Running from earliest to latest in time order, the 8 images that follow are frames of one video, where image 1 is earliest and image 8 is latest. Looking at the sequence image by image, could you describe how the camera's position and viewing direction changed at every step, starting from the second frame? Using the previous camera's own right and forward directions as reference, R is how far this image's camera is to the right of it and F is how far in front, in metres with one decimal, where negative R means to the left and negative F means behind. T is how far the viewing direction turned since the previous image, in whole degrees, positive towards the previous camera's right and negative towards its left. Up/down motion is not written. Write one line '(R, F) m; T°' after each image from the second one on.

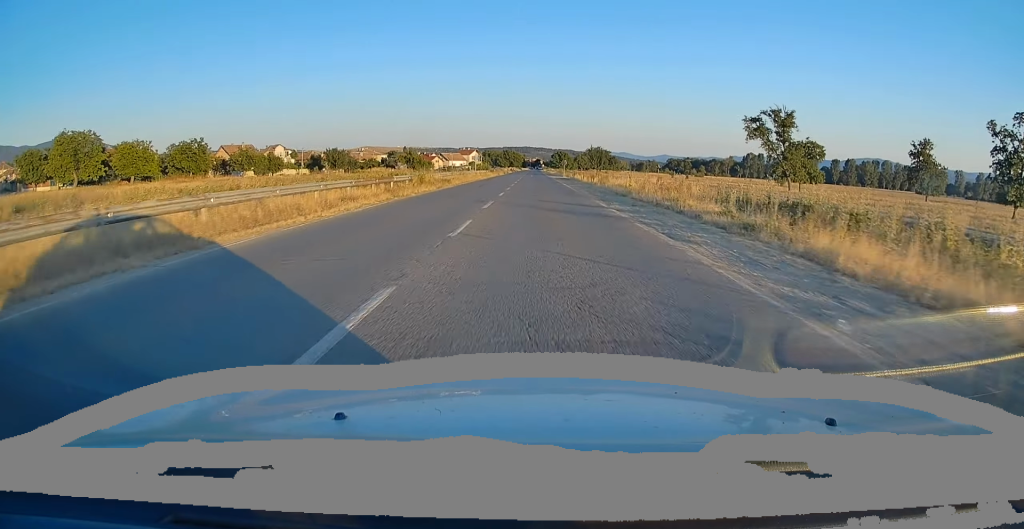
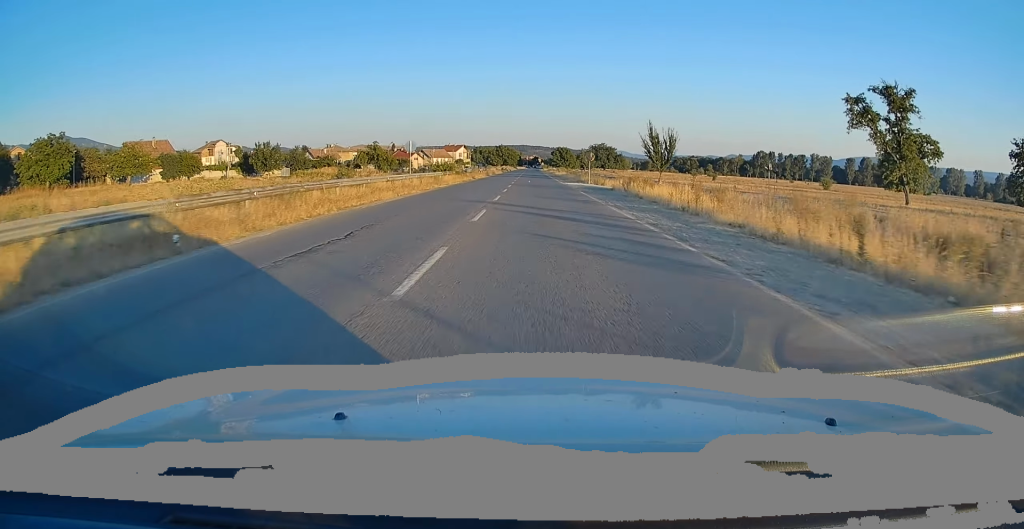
(+0.2, +43.4) m; 0°
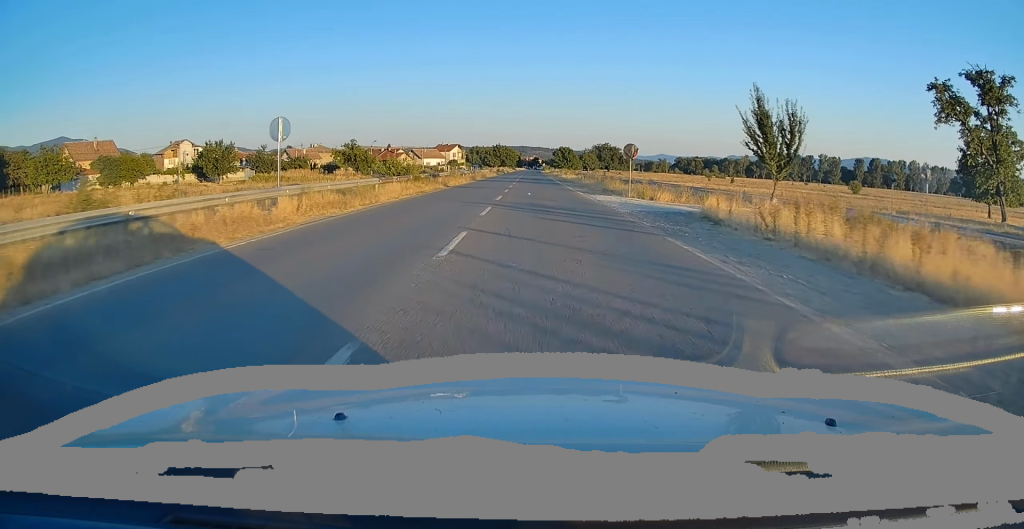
(-0.2, +20.1) m; 0°
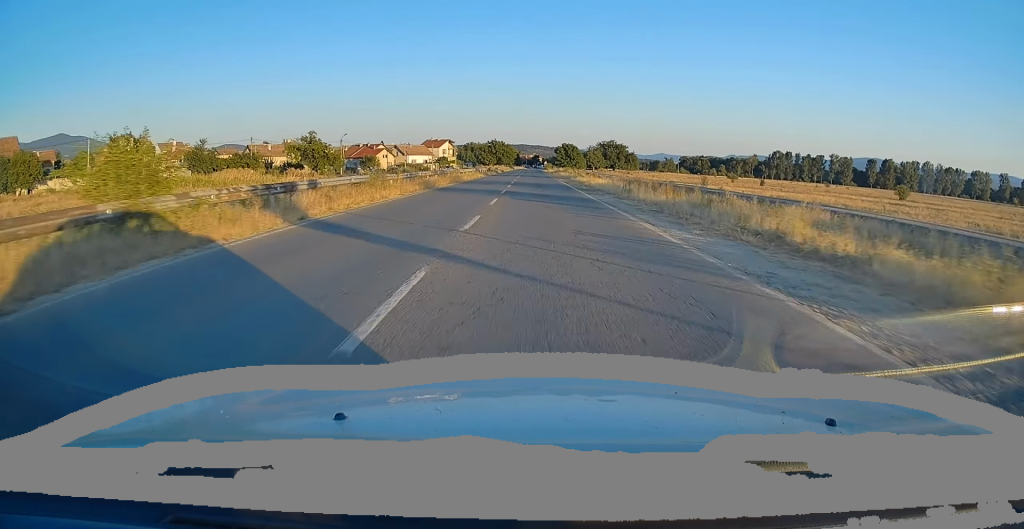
(+0.5, +27.7) m; +1°
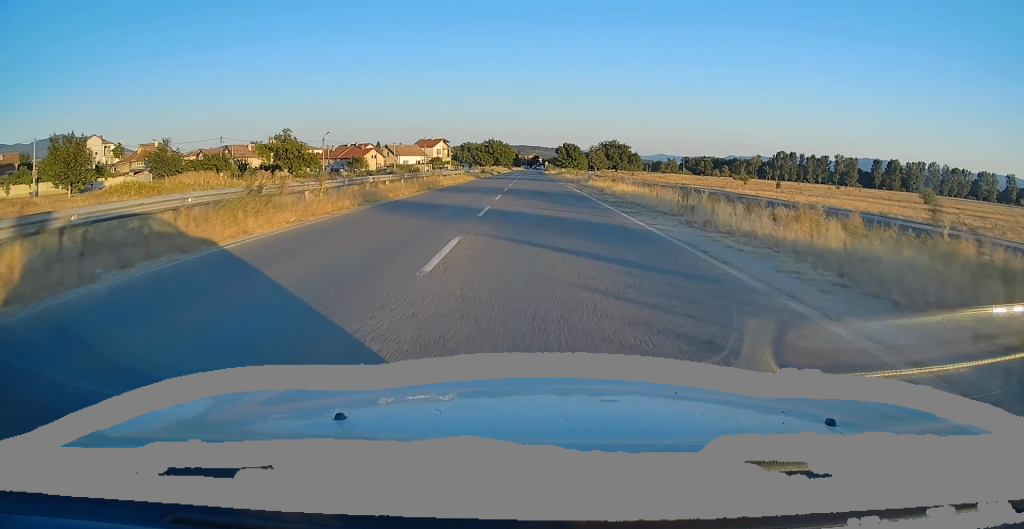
(0.0, +12.0) m; 0°
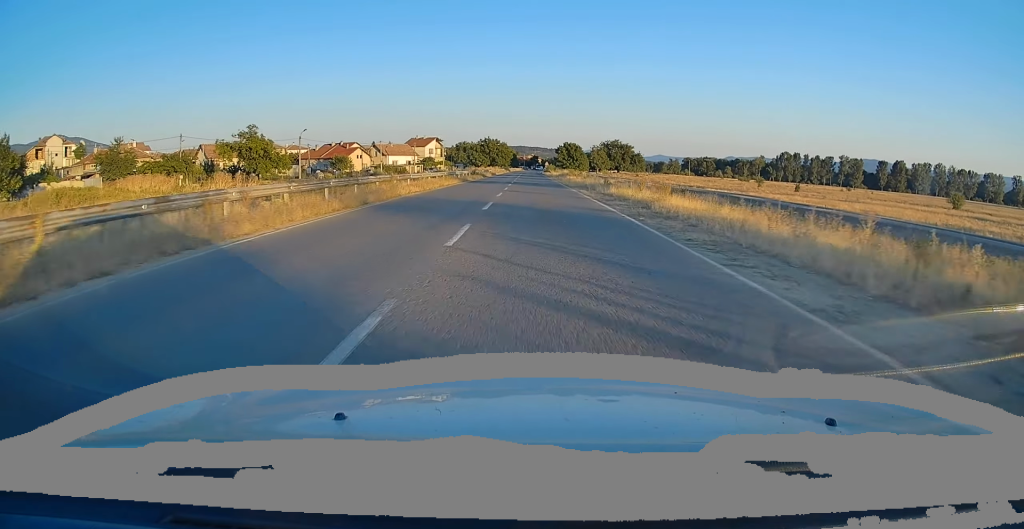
(-0.1, +12.6) m; 0°
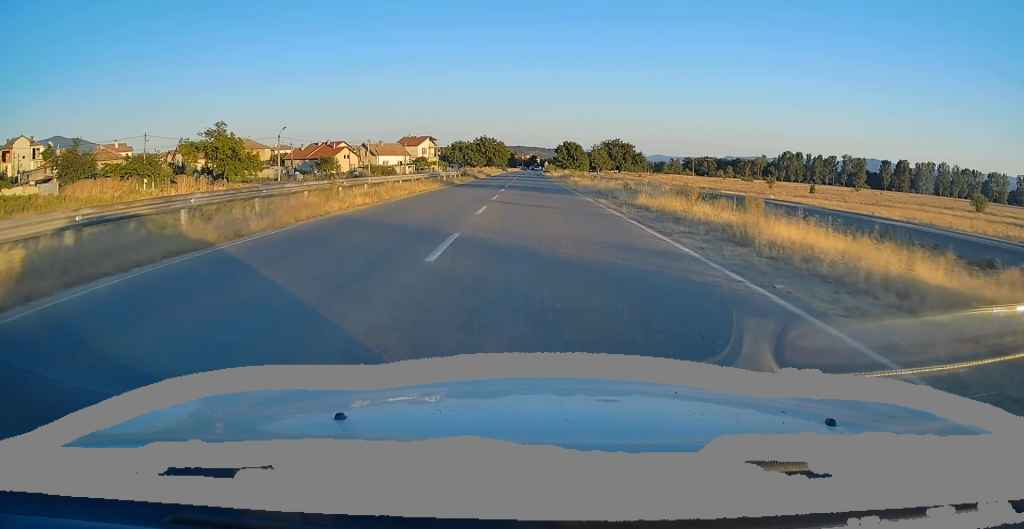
(0.0, +9.6) m; 0°
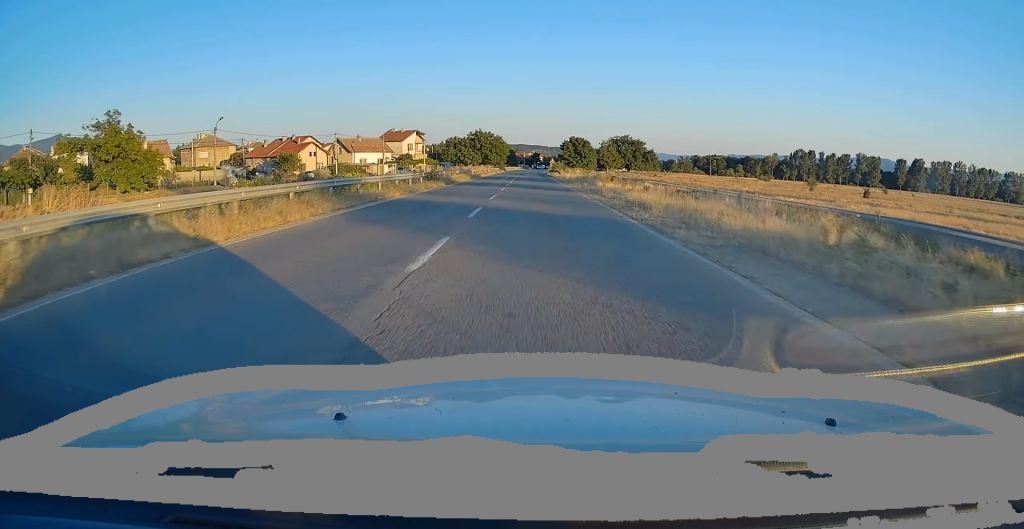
(-0.1, +24.1) m; 0°
